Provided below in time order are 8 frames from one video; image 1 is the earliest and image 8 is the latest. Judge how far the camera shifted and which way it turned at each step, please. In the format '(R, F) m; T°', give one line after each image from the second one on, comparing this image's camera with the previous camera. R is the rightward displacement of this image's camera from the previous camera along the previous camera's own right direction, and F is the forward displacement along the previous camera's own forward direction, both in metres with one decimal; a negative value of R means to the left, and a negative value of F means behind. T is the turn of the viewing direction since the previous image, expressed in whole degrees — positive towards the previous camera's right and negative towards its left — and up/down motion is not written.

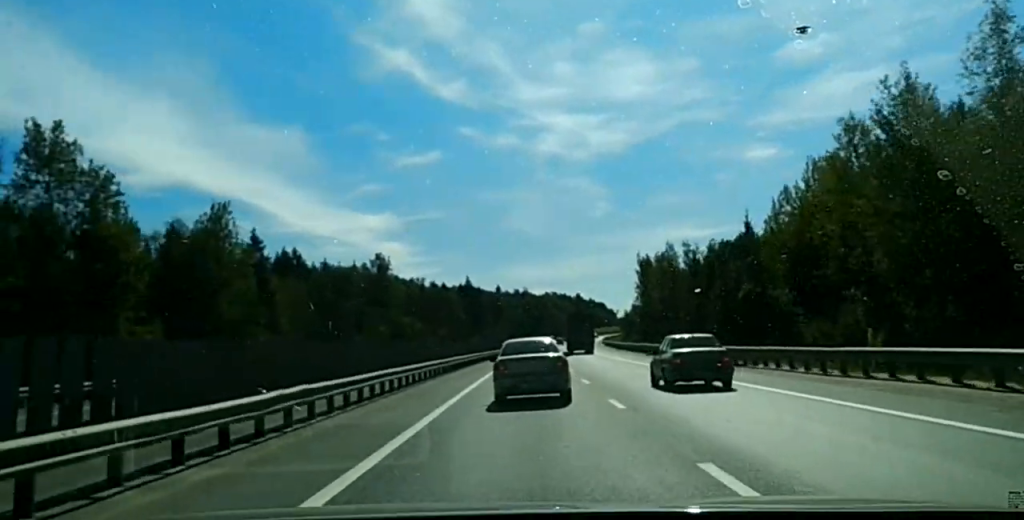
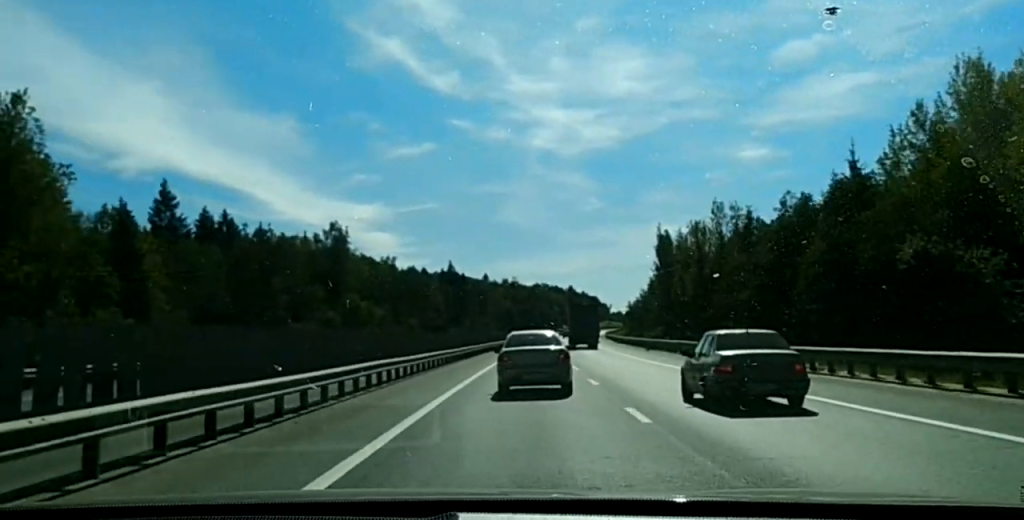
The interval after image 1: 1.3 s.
(+0.6, +38.1) m; +1°
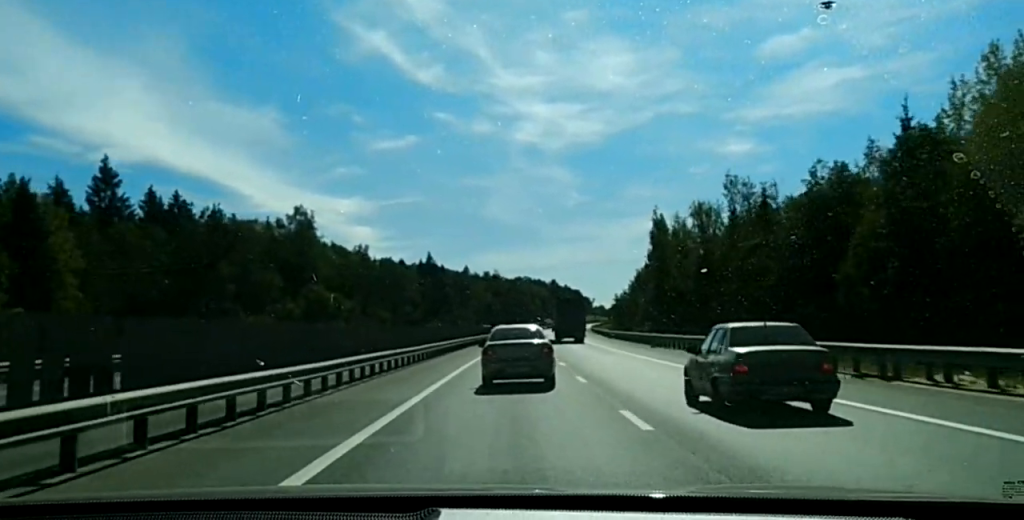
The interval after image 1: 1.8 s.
(0.0, +14.2) m; 0°
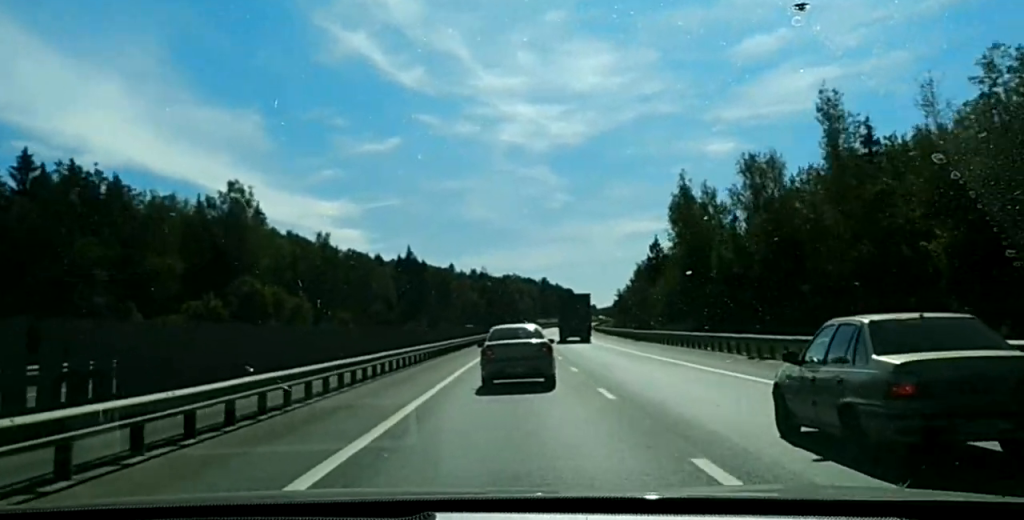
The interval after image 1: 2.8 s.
(+0.1, +28.4) m; +1°
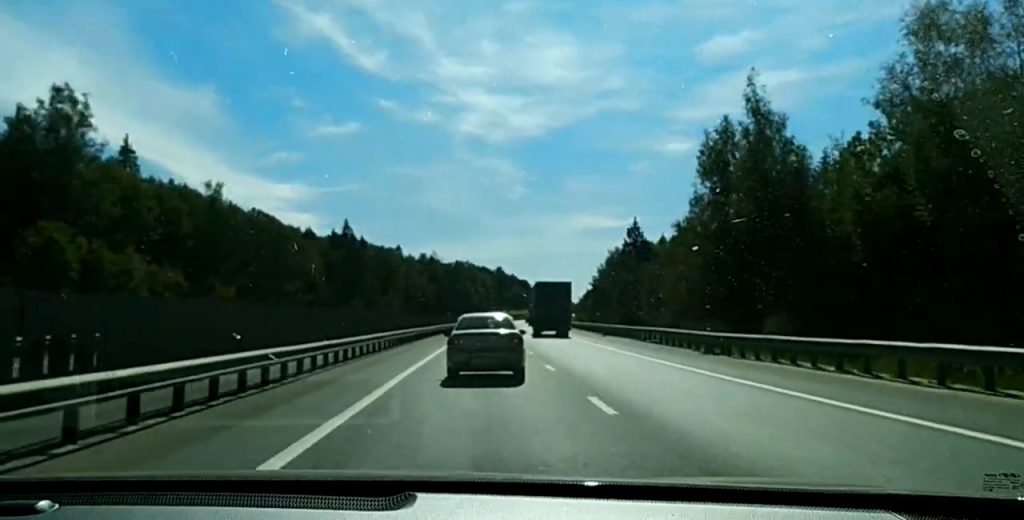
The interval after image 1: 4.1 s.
(+0.6, +39.0) m; +1°
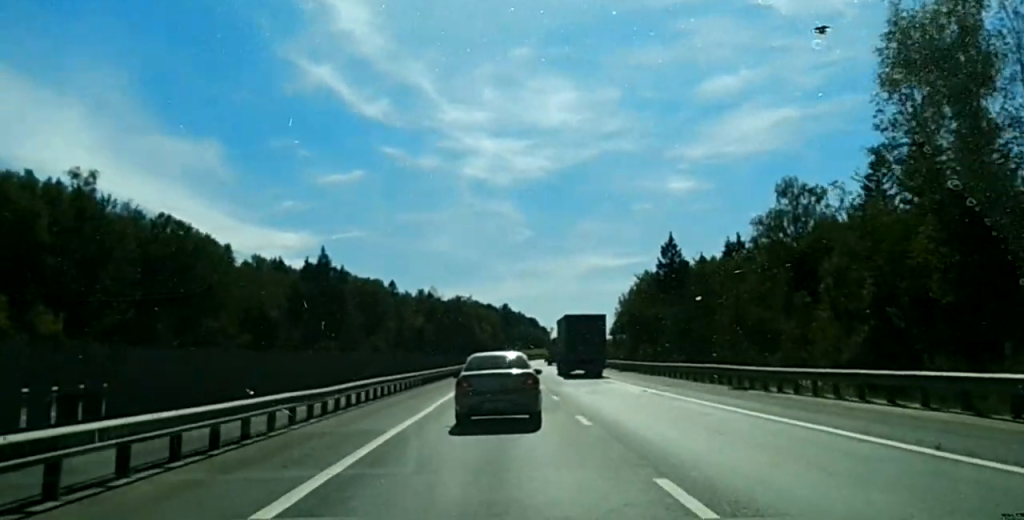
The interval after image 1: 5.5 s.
(+0.3, +40.9) m; +1°
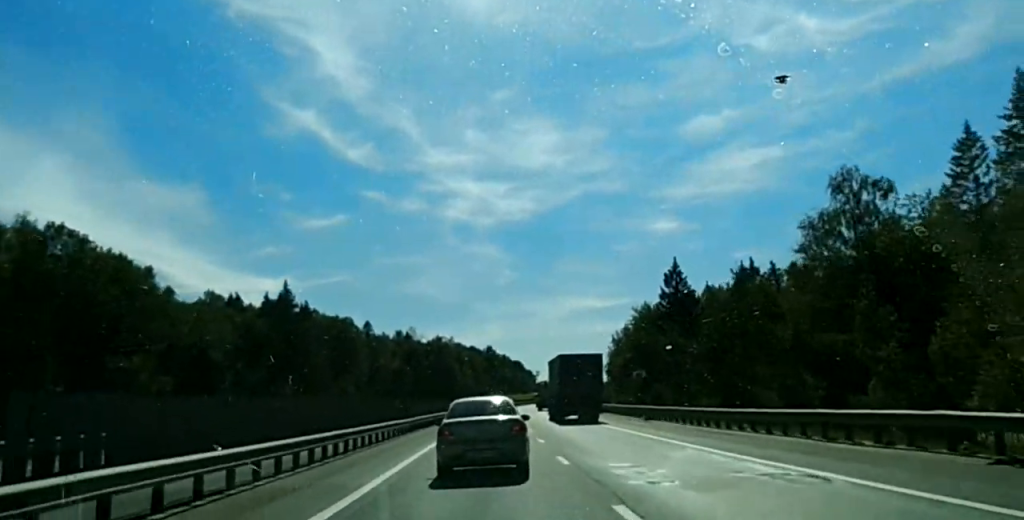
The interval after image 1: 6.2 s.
(+0.3, +20.7) m; 0°
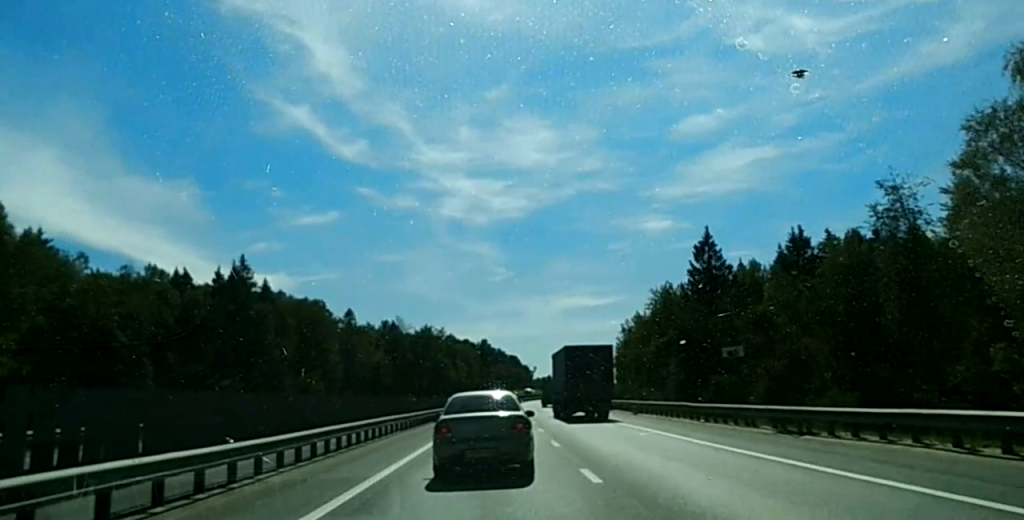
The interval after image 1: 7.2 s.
(-0.2, +28.3) m; 0°
